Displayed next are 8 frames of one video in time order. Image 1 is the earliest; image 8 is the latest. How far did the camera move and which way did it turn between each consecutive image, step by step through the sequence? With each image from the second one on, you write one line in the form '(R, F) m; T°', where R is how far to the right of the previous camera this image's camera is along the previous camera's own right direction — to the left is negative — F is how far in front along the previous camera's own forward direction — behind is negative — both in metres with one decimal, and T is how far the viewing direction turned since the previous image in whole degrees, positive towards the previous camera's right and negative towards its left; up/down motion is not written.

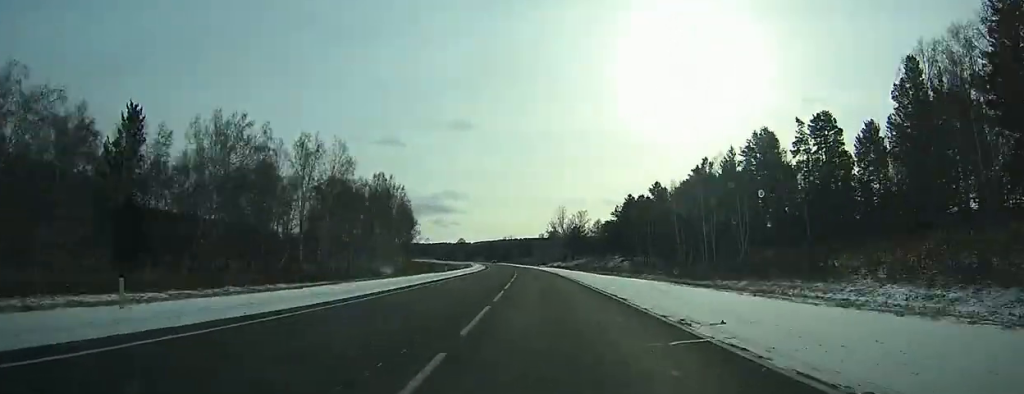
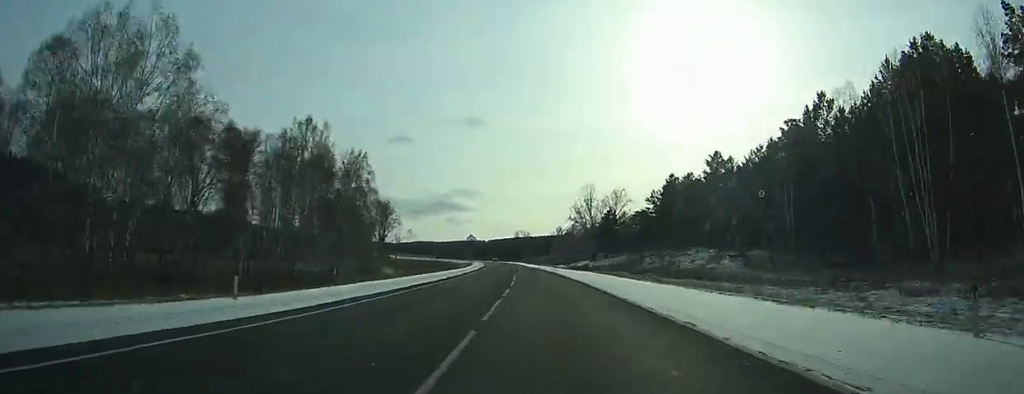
(-2.4, +36.6) m; 0°
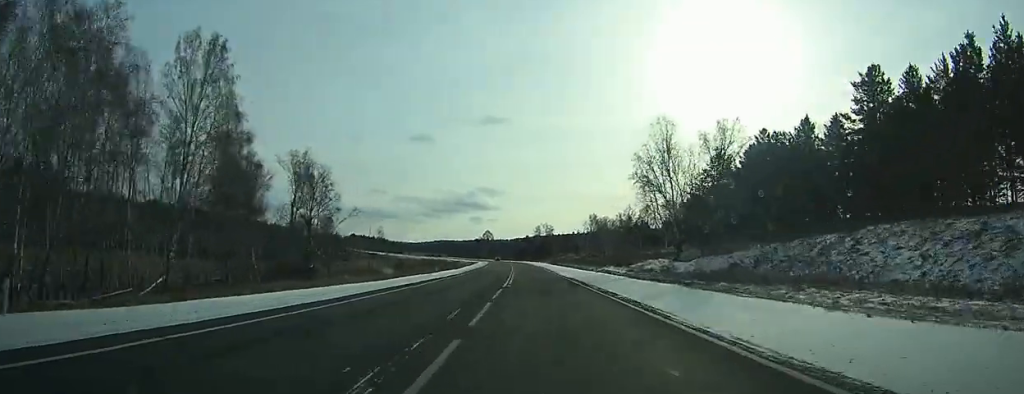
(+3.4, +46.1) m; +7°
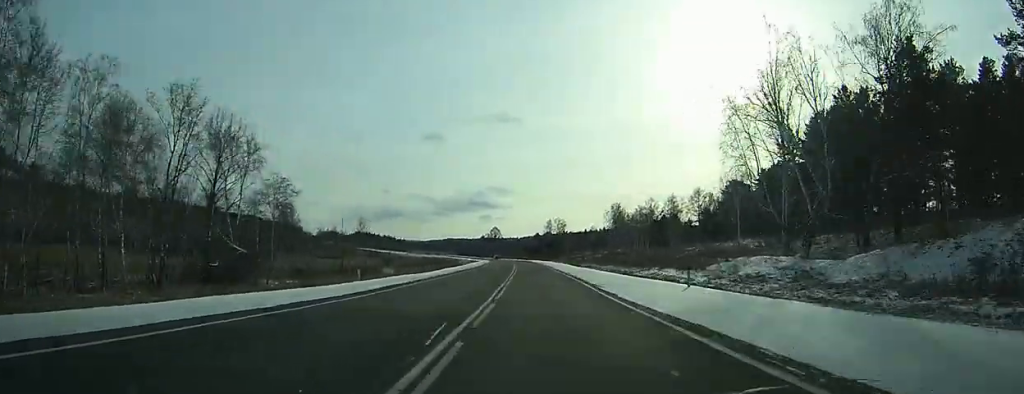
(+1.4, +24.3) m; +3°
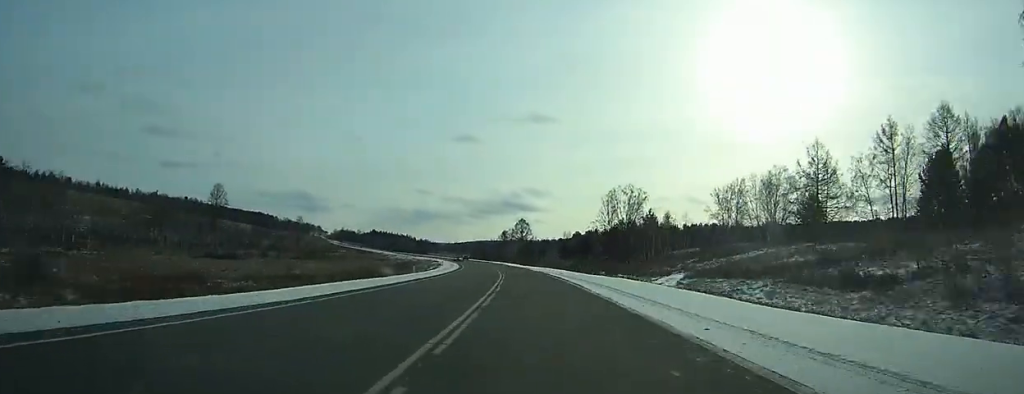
(-3.0, +122.3) m; -4°
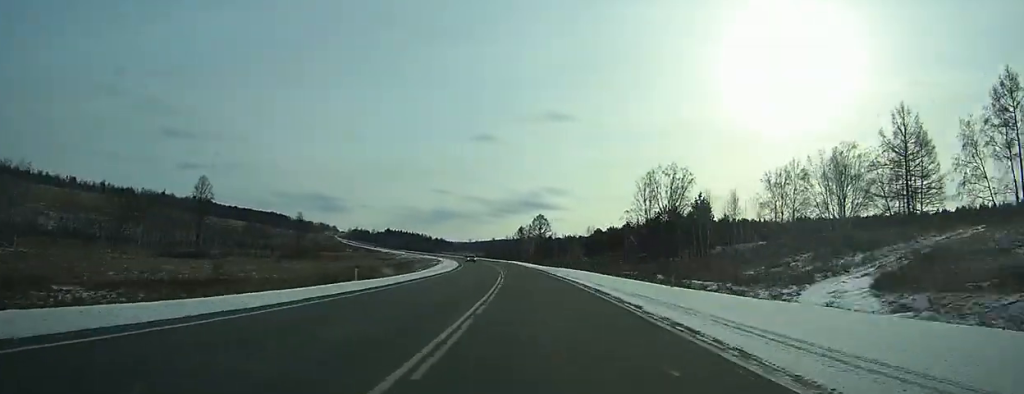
(-0.3, +25.8) m; -2°
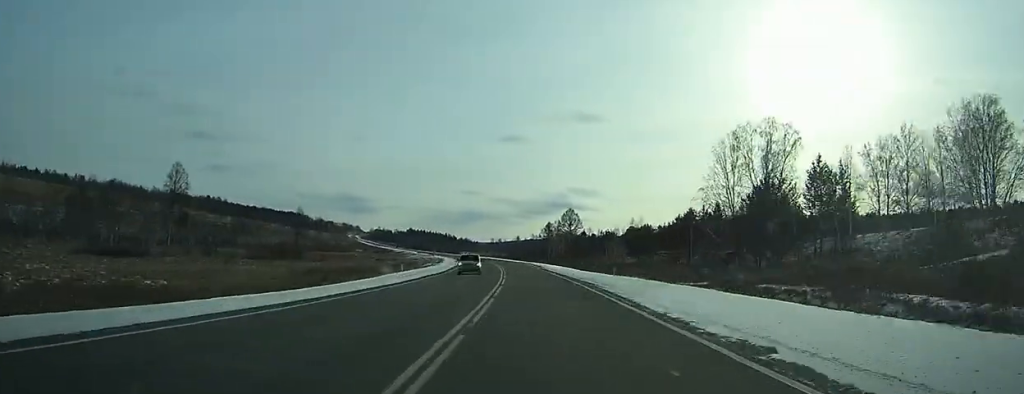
(-0.7, +34.3) m; -3°
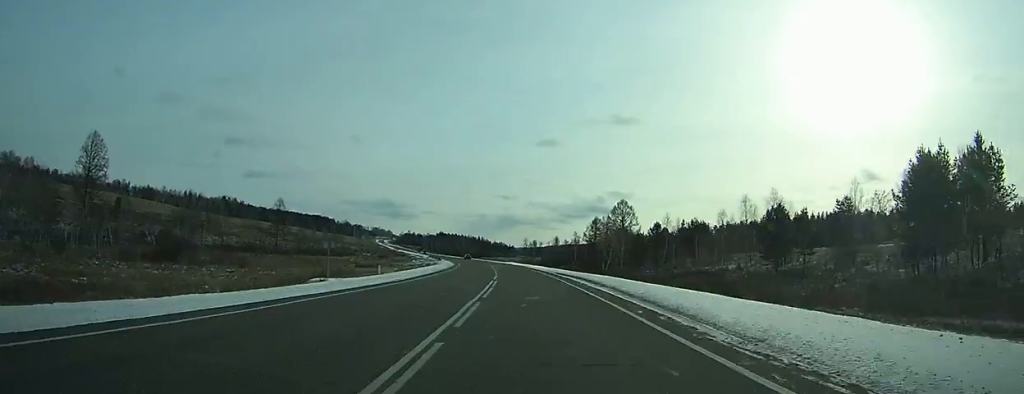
(-2.3, +54.8) m; -4°
